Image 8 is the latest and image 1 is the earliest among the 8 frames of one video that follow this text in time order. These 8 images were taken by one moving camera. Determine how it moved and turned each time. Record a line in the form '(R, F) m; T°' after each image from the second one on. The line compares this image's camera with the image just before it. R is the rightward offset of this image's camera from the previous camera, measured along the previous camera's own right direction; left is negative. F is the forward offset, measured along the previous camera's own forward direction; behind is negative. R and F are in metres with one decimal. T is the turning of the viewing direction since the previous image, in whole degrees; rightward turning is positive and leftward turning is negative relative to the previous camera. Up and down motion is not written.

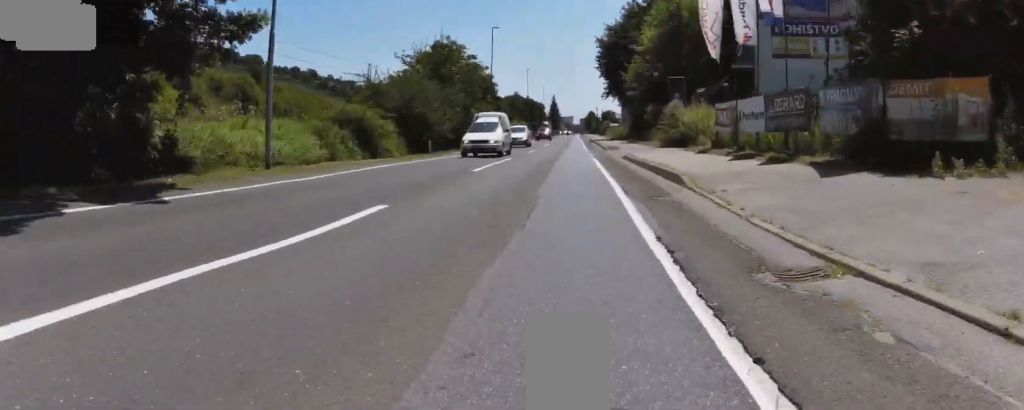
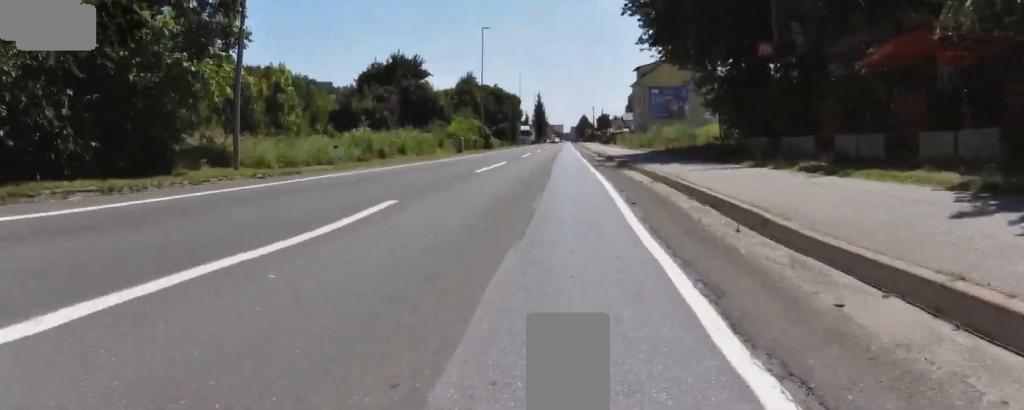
(-1.6, +43.1) m; -5°
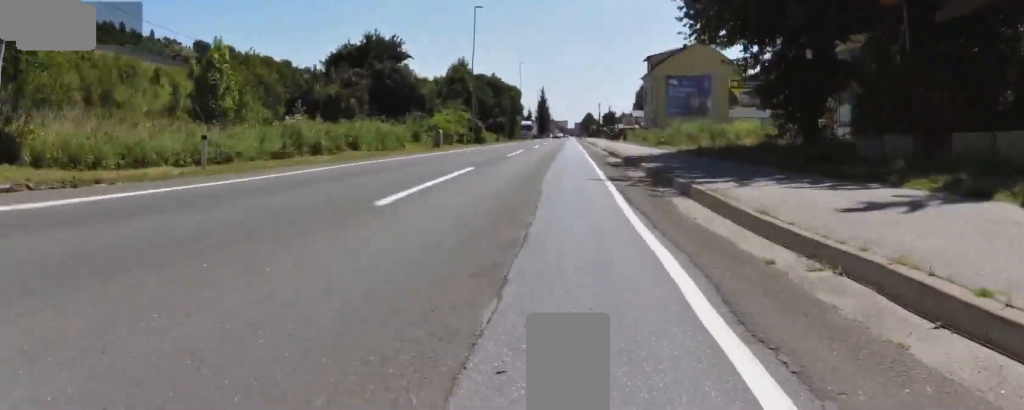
(0.0, +7.5) m; 0°
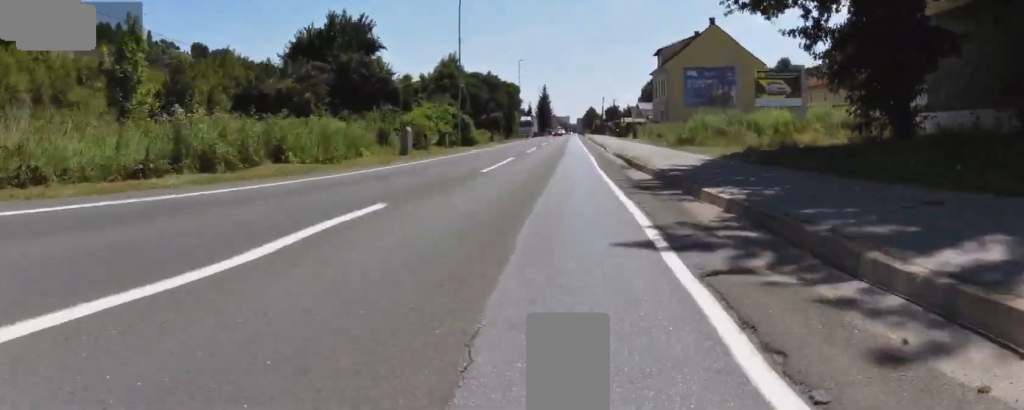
(+0.5, +6.7) m; 0°
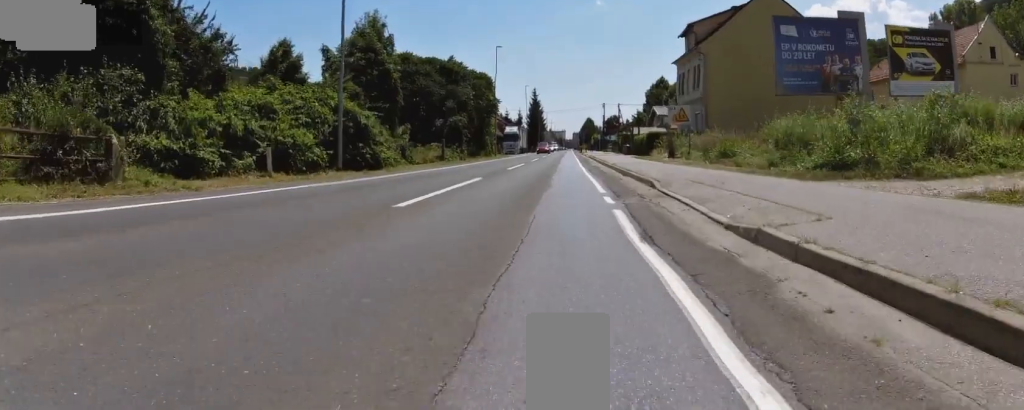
(-0.4, +20.3) m; 0°
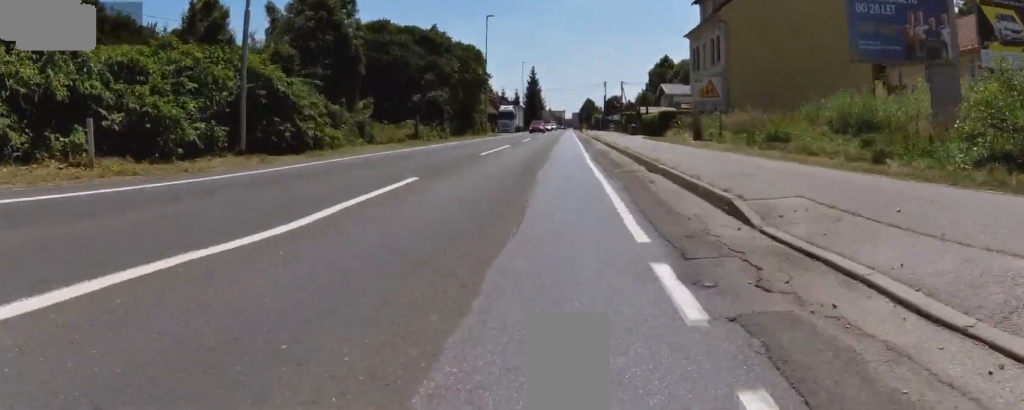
(+0.4, +5.8) m; 0°
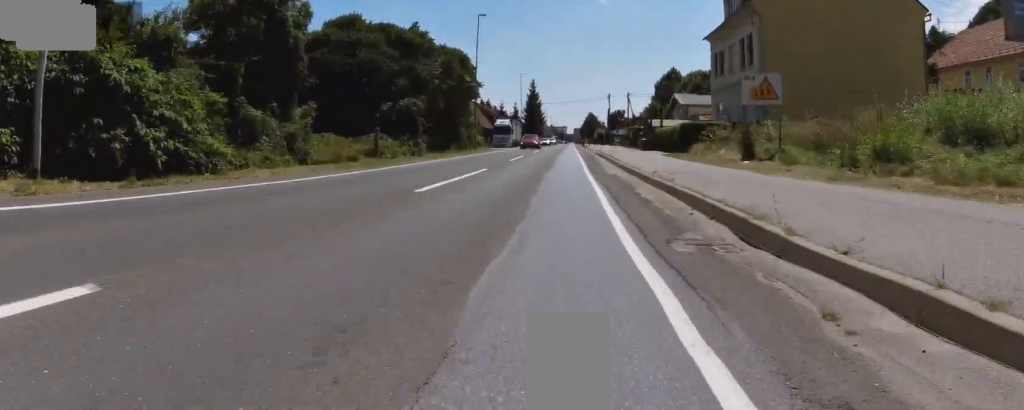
(0.0, +6.7) m; 0°
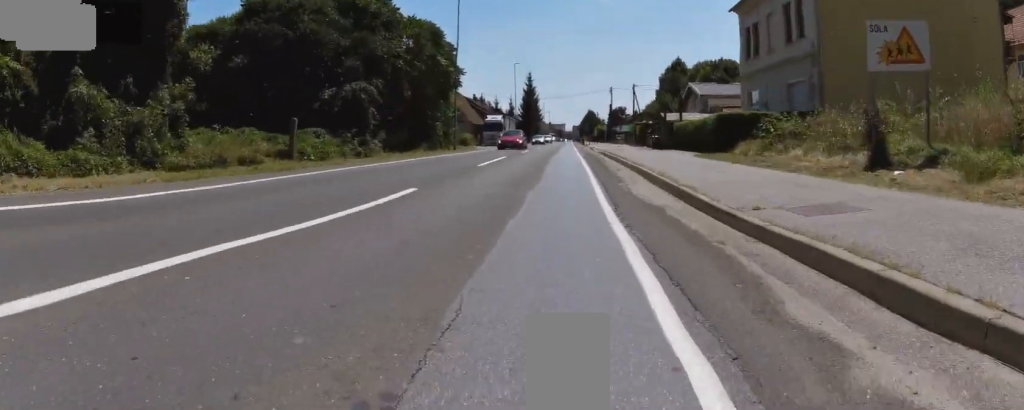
(-0.6, +7.6) m; 0°
